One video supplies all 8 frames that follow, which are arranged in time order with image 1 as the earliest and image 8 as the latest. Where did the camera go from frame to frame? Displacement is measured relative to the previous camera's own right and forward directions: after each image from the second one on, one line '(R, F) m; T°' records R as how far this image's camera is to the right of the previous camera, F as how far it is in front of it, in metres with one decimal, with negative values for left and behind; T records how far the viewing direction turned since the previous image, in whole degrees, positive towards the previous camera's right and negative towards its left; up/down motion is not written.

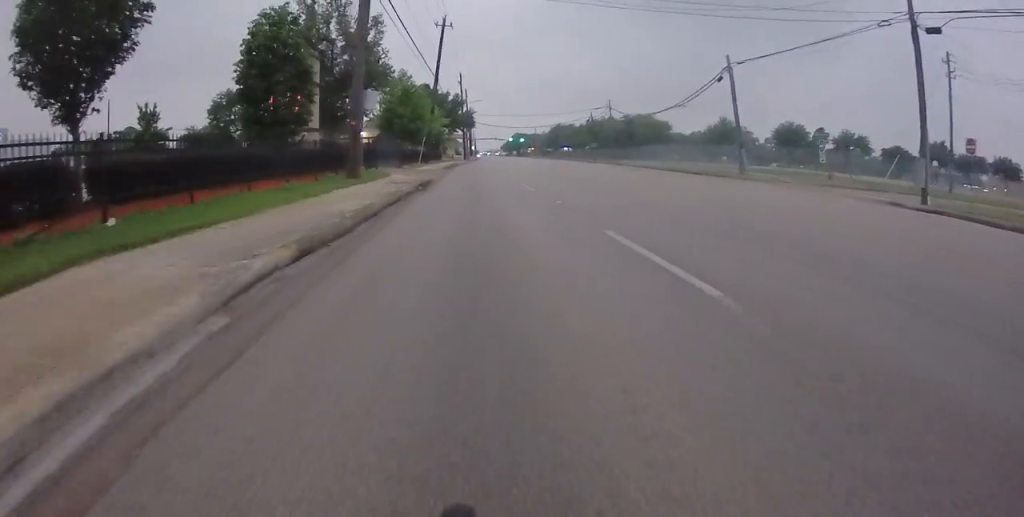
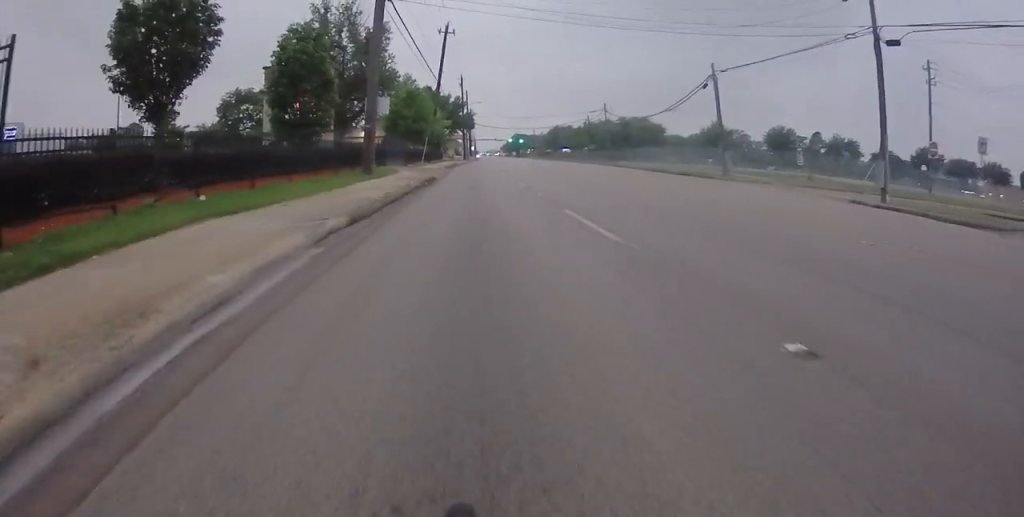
(0.0, +2.6) m; 0°
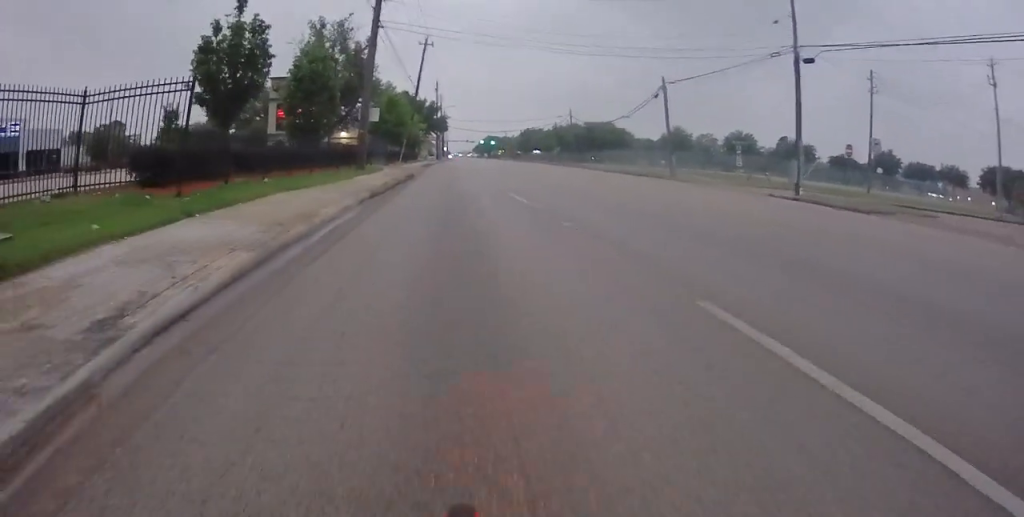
(0.0, +4.7) m; 0°
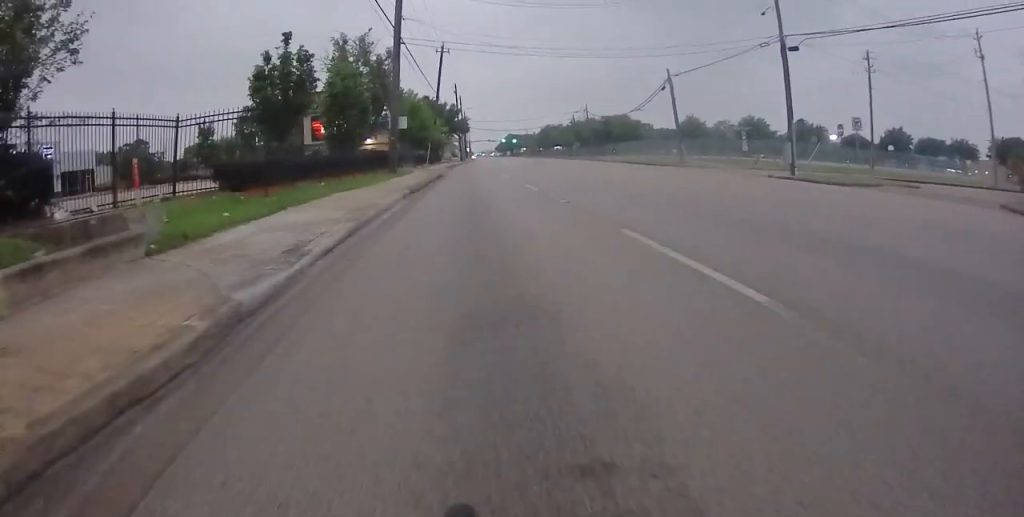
(0.0, +2.8) m; 0°
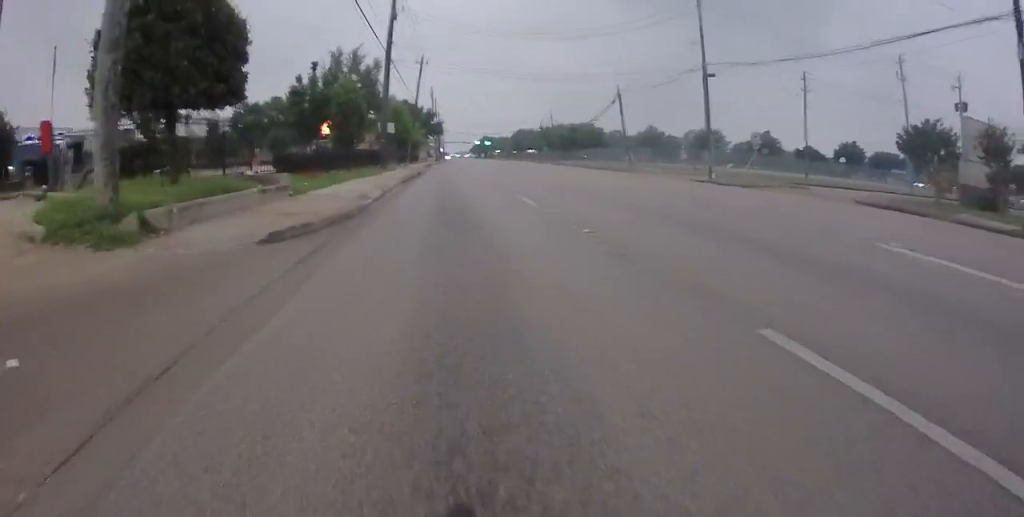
(0.0, +7.1) m; 0°
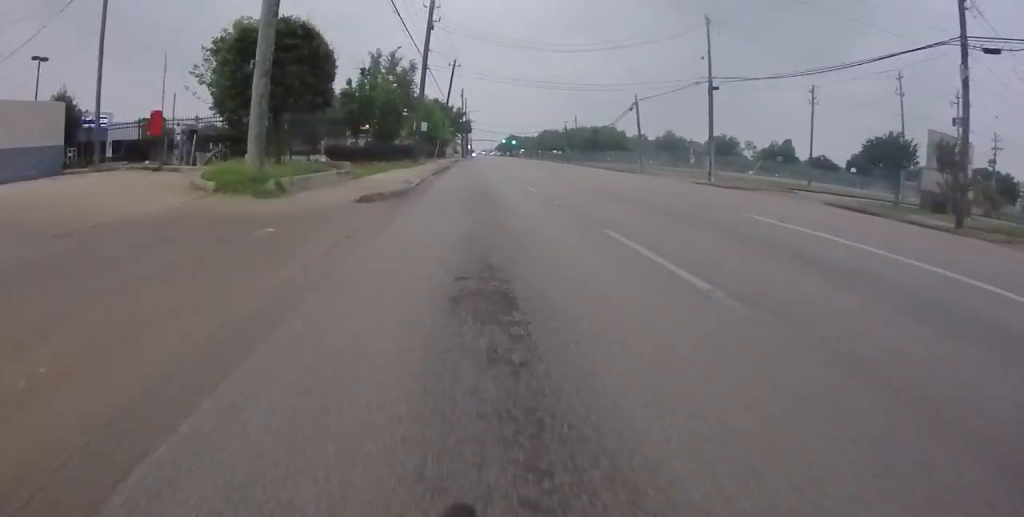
(0.0, +4.1) m; -1°
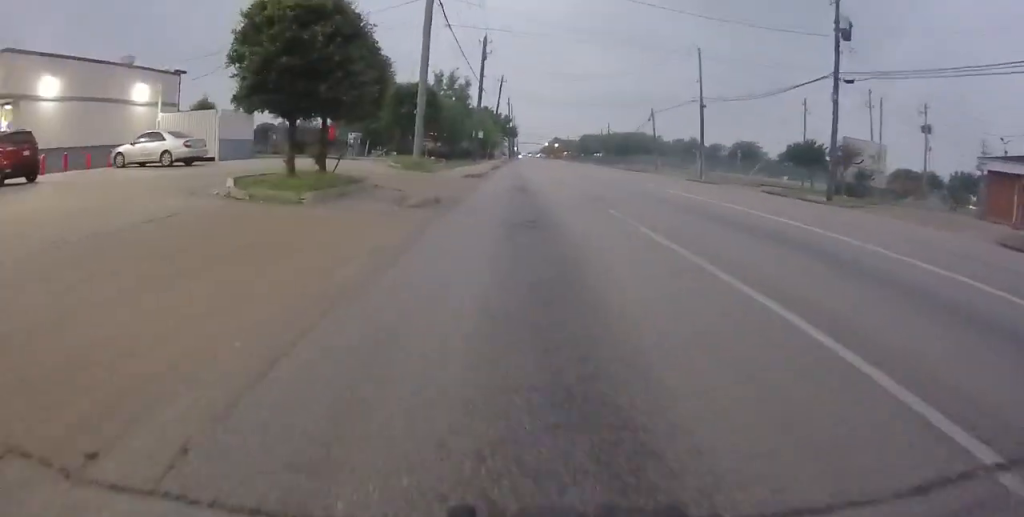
(-0.5, +12.6) m; -2°
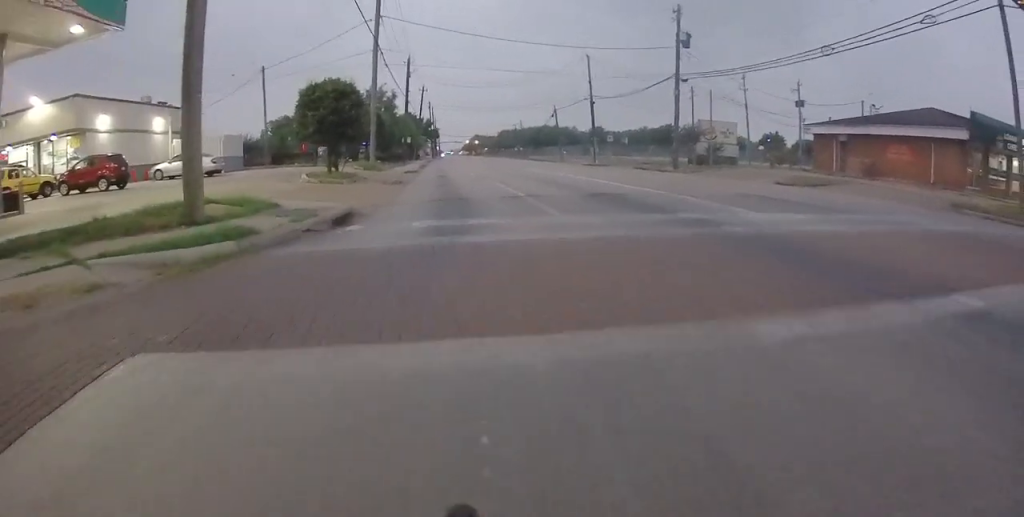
(+0.4, +10.8) m; +5°
